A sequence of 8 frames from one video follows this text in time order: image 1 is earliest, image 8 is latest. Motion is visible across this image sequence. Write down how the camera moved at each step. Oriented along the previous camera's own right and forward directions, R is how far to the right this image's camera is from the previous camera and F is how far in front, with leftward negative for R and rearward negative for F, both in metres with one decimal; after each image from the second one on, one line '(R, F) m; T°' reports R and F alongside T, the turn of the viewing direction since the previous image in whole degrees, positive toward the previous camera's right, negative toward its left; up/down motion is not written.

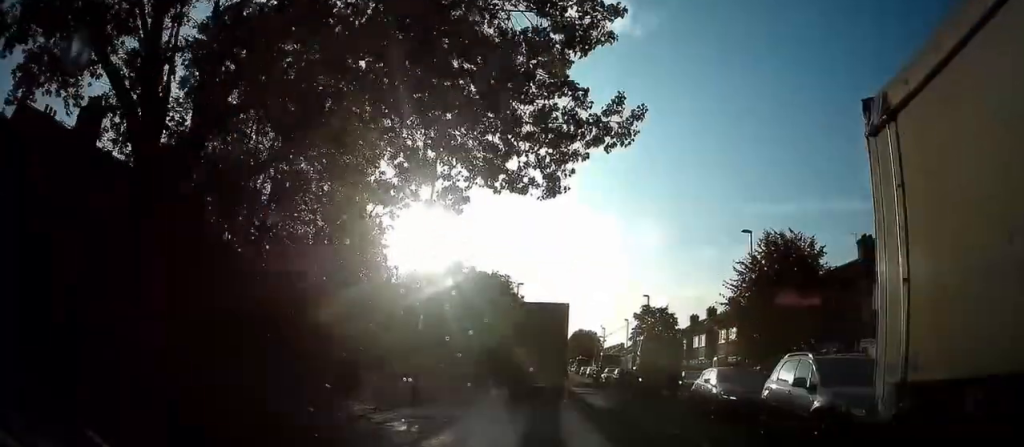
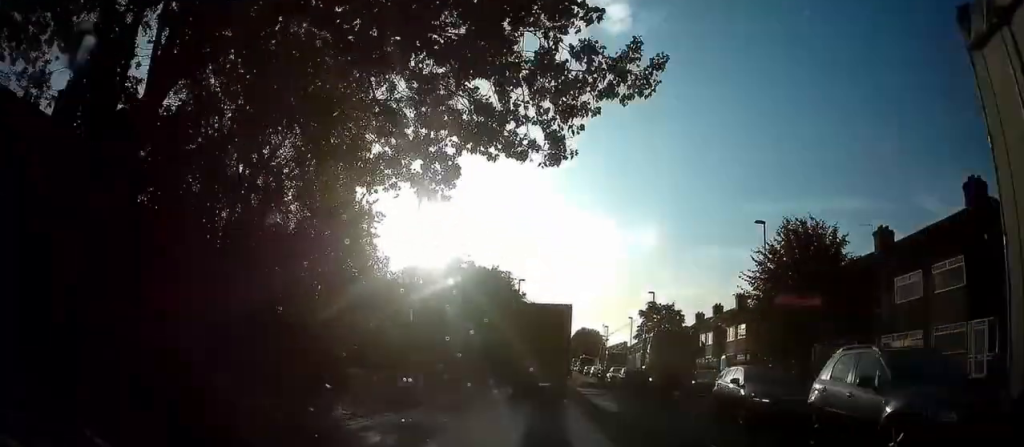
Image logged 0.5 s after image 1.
(0.0, +2.0) m; -1°
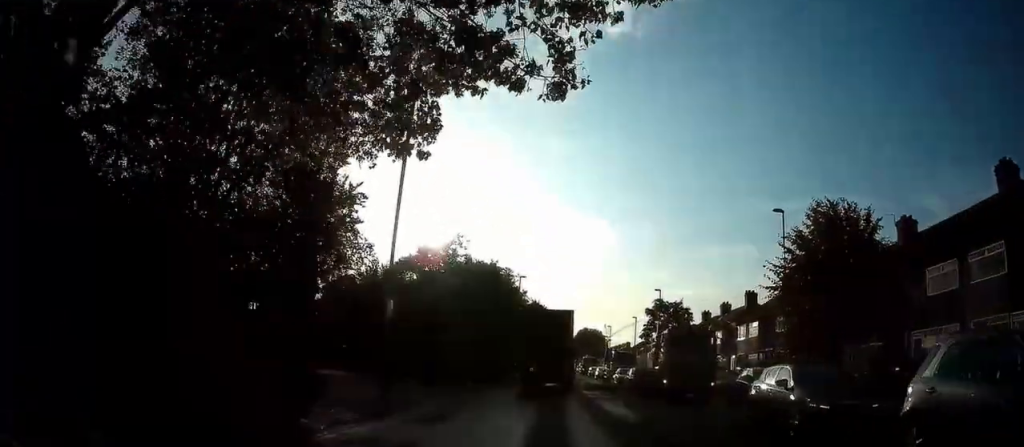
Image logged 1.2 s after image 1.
(+0.1, +3.0) m; -2°
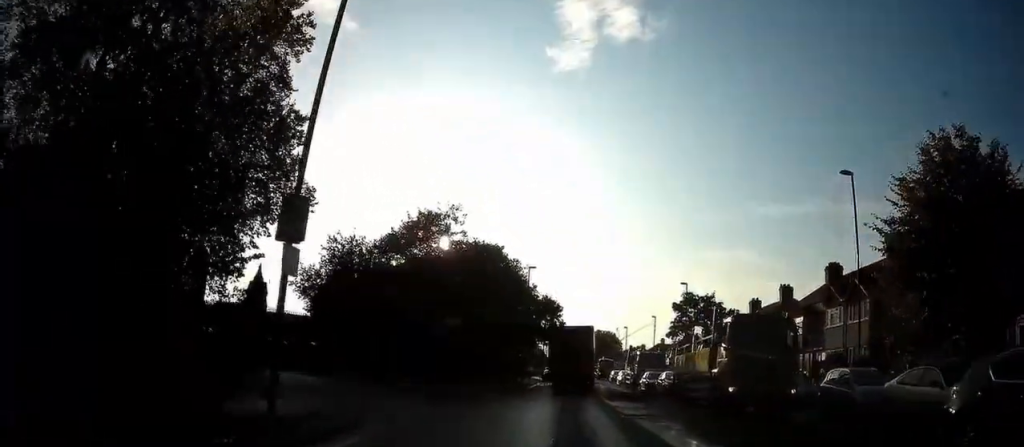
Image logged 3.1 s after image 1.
(-0.4, +8.0) m; +1°
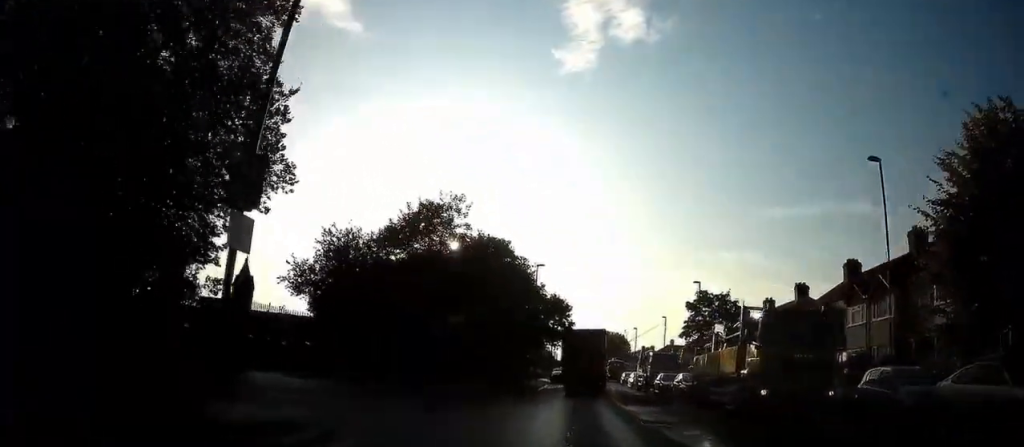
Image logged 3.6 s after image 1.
(+0.1, +2.1) m; 0°
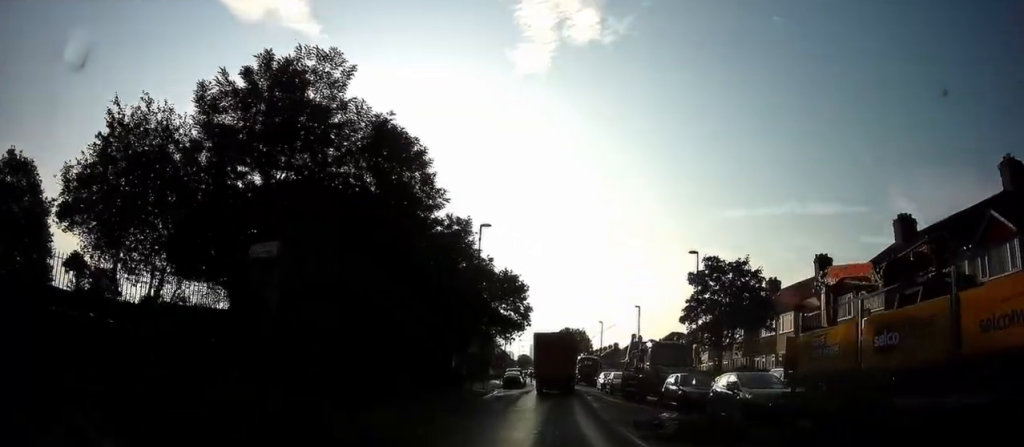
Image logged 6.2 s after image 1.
(-0.4, +10.2) m; -3°
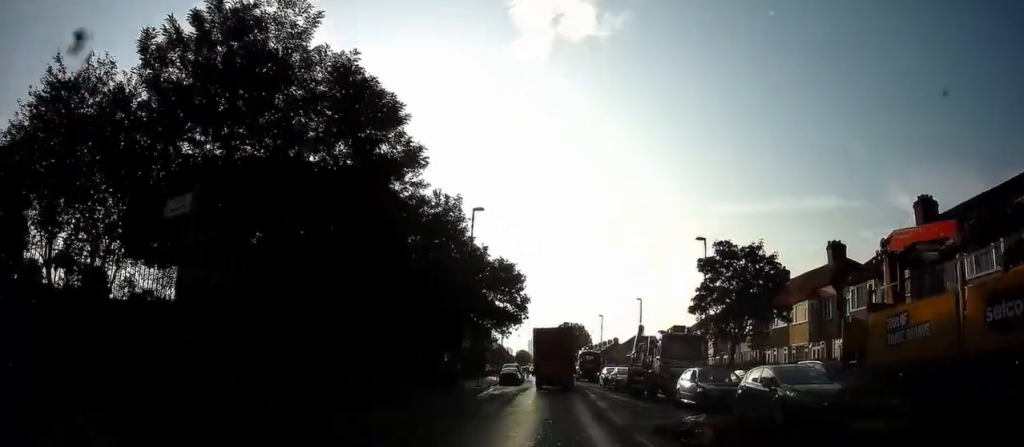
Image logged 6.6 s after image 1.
(+0.1, +2.8) m; +1°
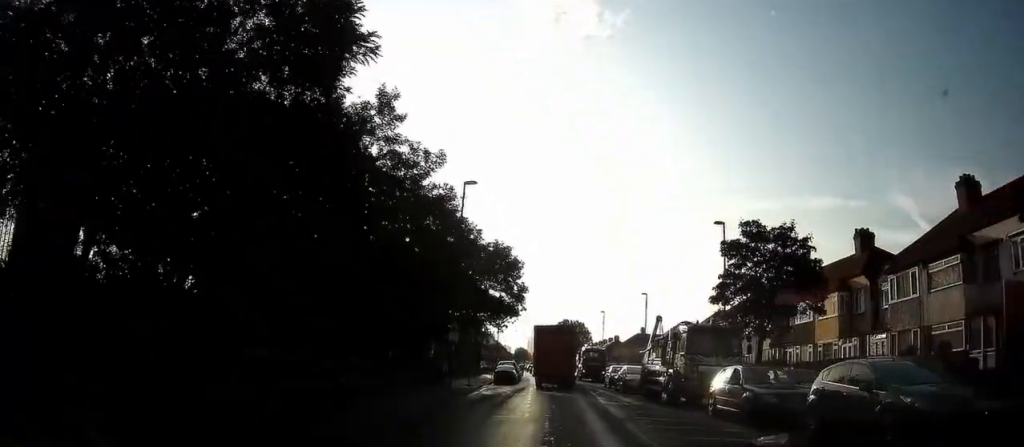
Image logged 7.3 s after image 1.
(+0.1, +4.5) m; +1°
